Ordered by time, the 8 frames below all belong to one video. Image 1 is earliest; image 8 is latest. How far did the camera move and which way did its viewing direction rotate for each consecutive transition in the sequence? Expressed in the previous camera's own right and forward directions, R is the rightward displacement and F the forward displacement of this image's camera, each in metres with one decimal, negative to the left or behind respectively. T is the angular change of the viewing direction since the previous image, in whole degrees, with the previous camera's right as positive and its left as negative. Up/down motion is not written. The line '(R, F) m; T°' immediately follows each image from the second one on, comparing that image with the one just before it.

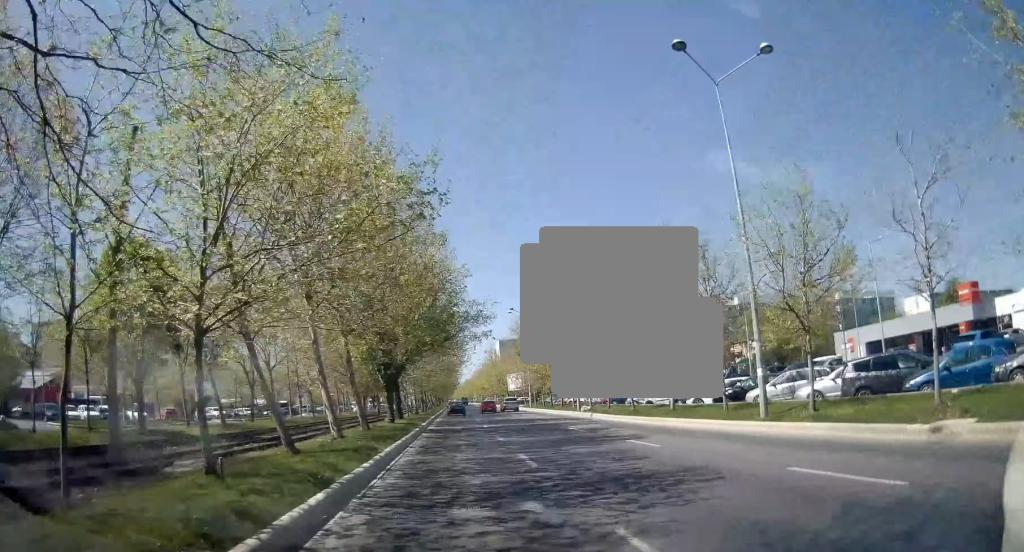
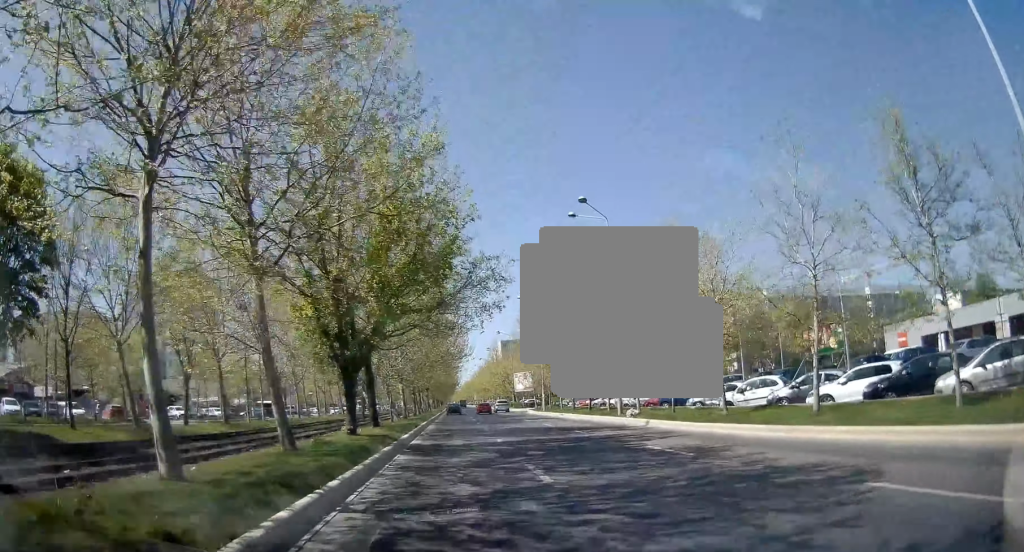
(+0.5, +12.2) m; 0°
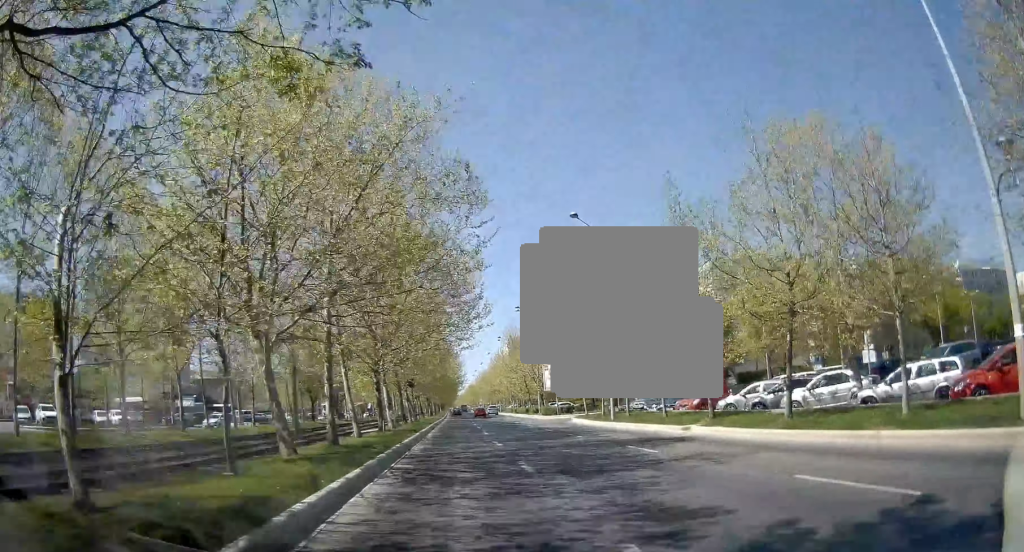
(-0.9, +27.5) m; -2°
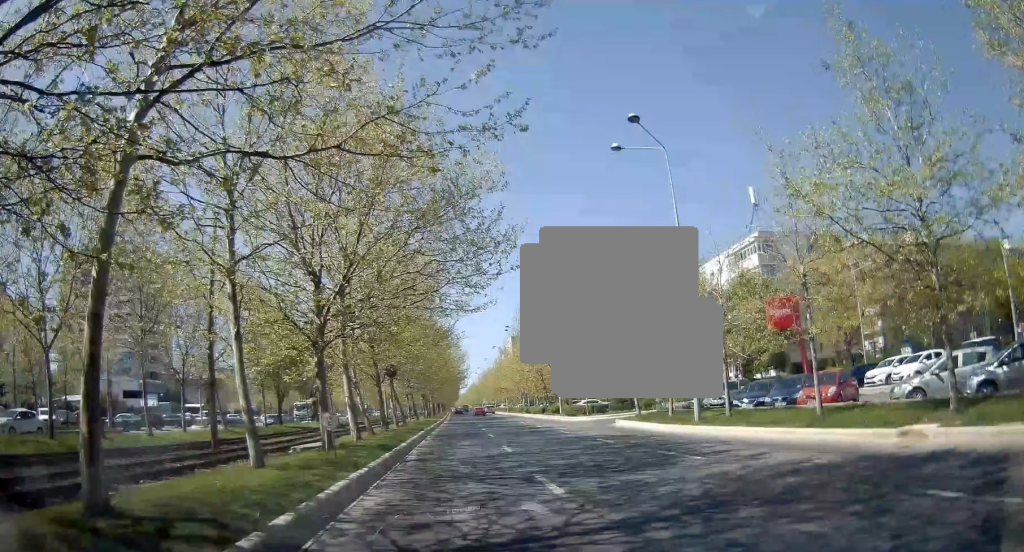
(0.0, +12.9) m; 0°
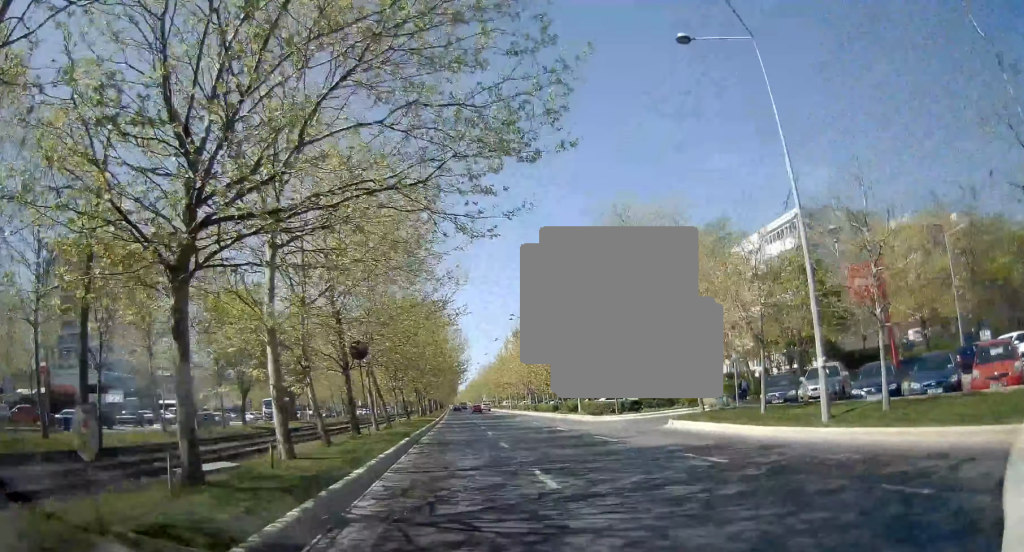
(0.0, +9.1) m; -1°
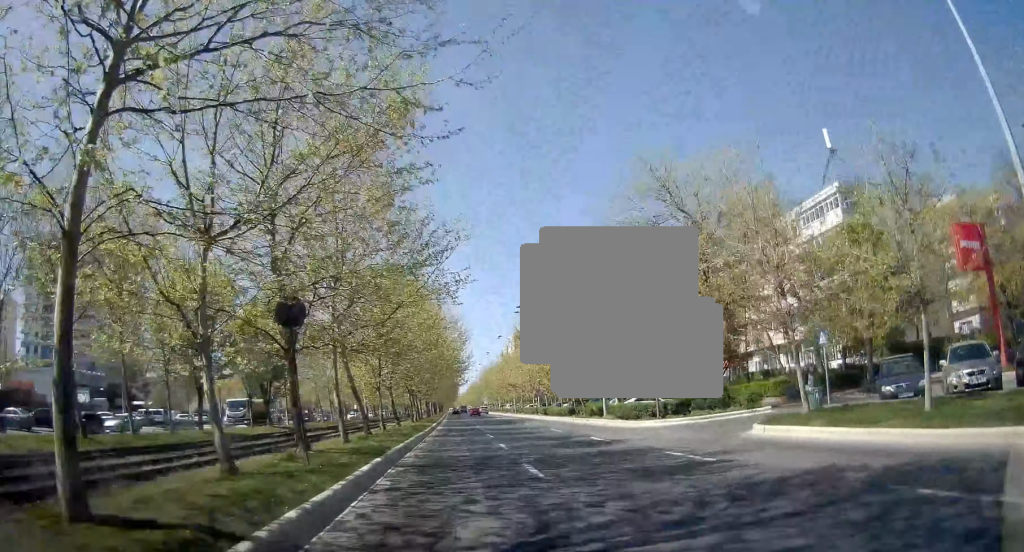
(0.0, +7.9) m; -2°
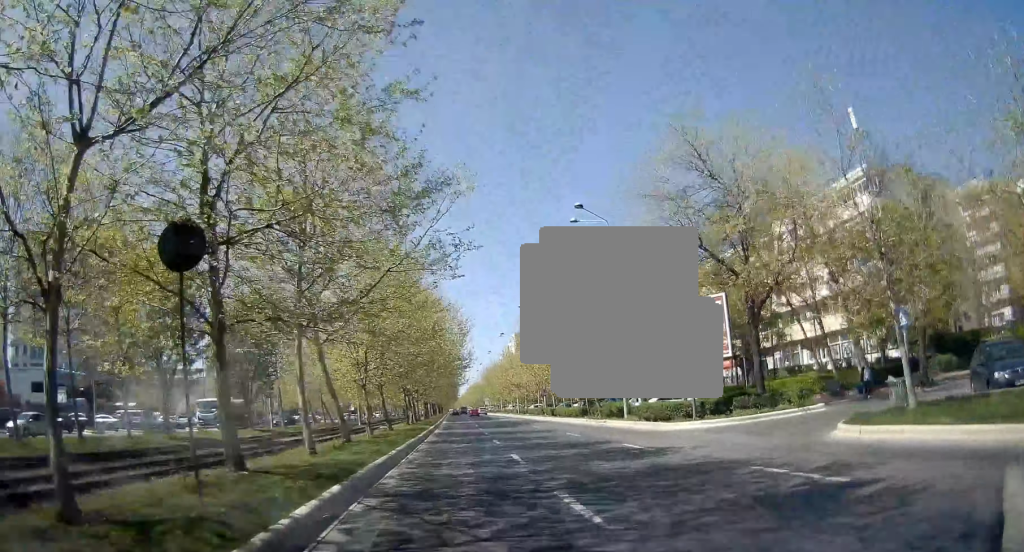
(-0.1, +4.8) m; 0°
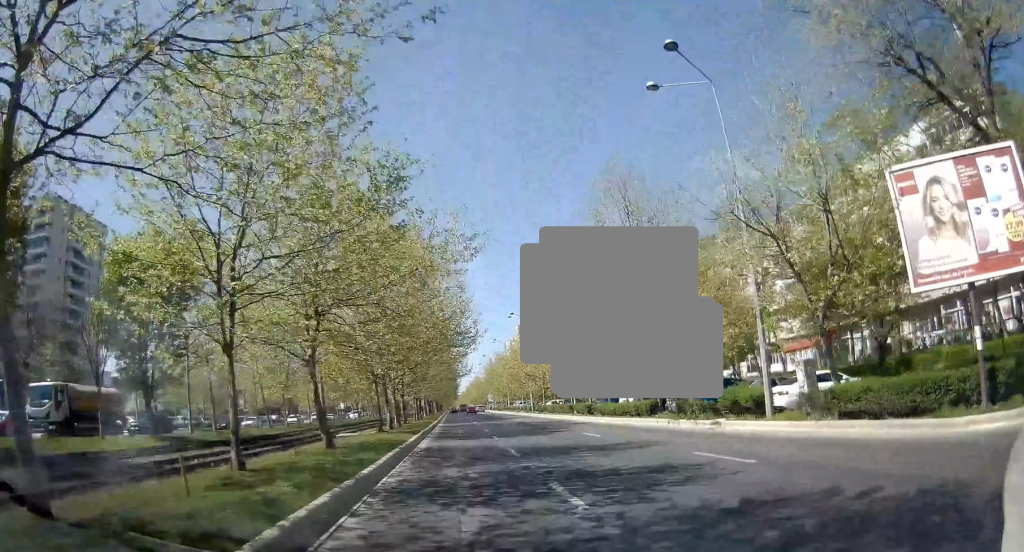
(-0.1, +16.2) m; 0°
